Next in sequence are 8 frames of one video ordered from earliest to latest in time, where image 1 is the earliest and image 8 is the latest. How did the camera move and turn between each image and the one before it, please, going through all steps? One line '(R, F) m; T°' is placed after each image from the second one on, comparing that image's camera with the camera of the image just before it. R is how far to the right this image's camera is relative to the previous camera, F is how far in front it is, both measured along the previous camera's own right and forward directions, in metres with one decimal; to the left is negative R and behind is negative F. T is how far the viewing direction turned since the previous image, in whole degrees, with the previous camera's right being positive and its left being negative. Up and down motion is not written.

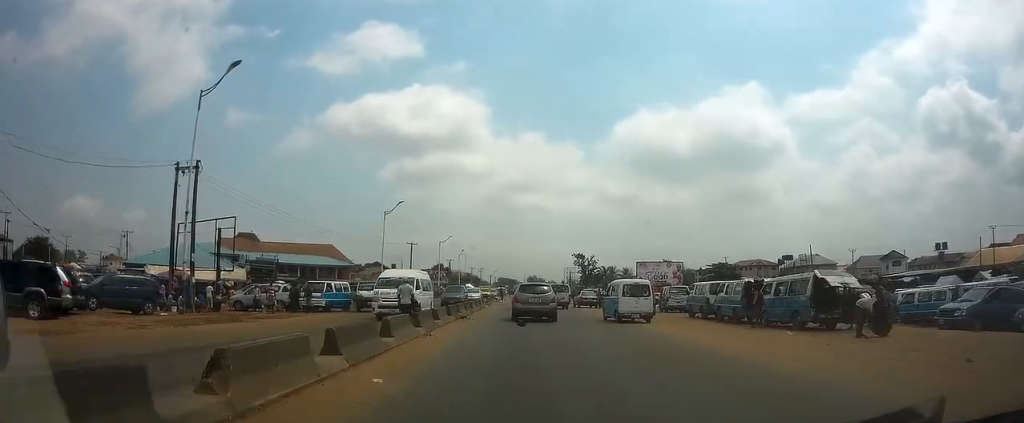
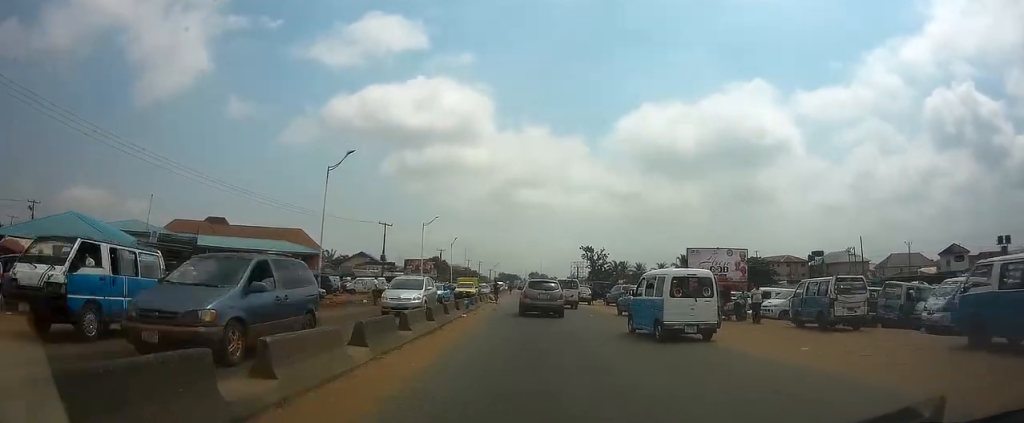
(-0.1, +20.9) m; 0°
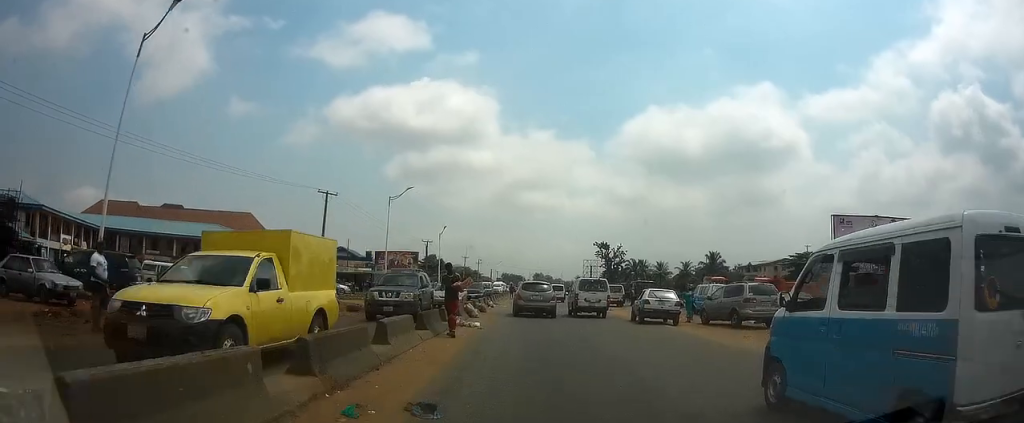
(+0.1, +25.5) m; +1°
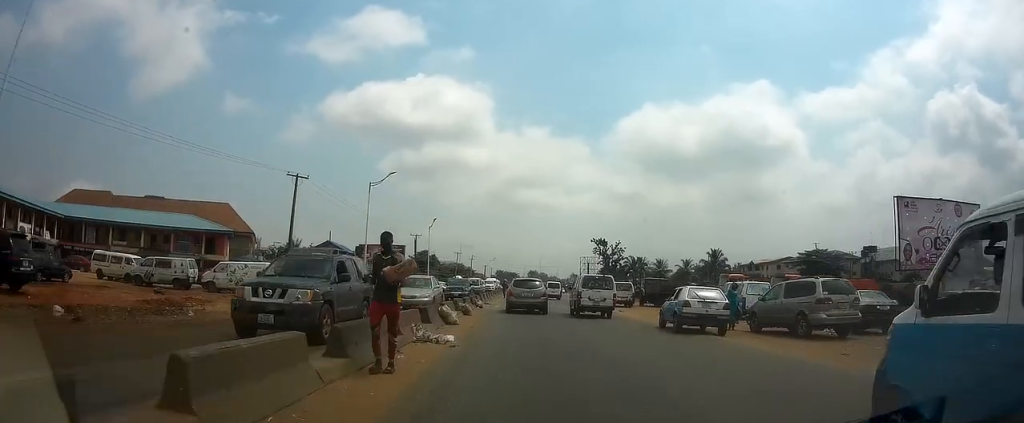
(0.0, +5.9) m; 0°
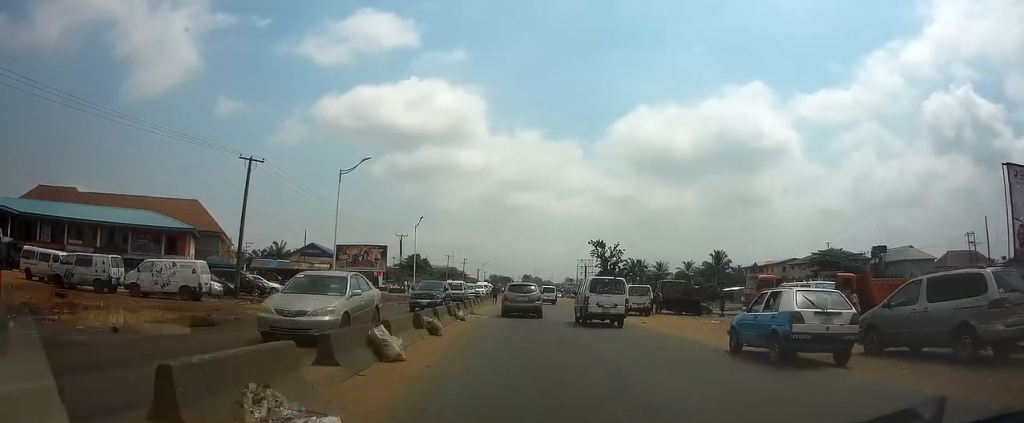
(0.0, +7.4) m; 0°
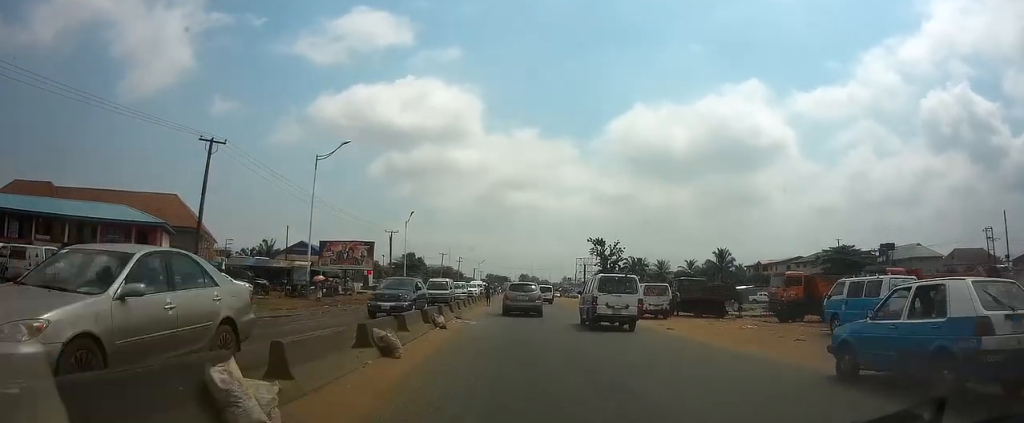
(0.0, +5.0) m; 0°
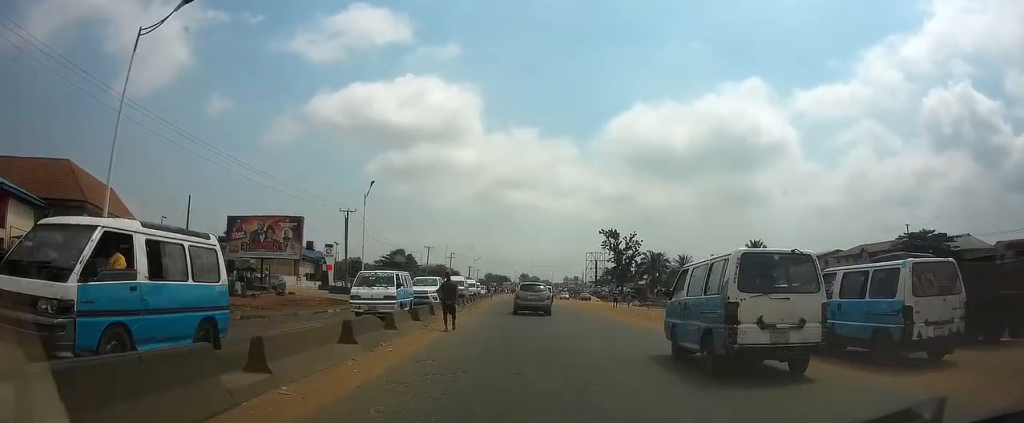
(0.0, +21.9) m; 0°
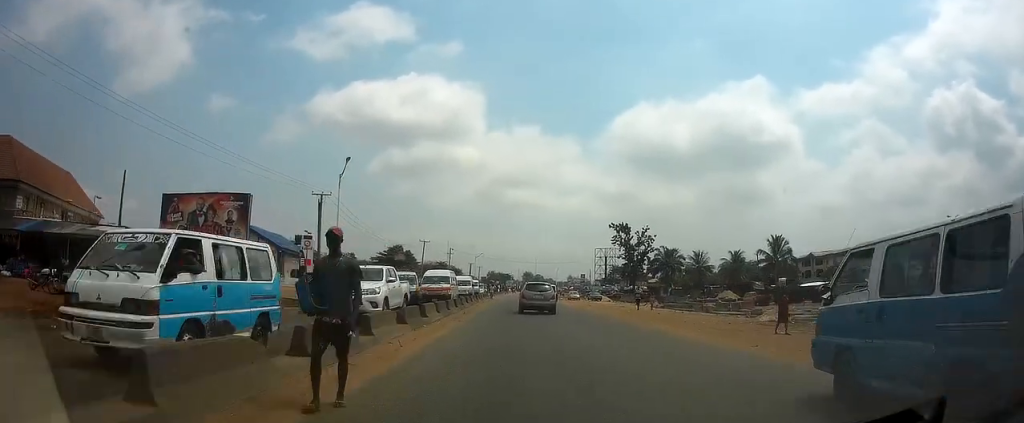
(0.0, +9.4) m; 0°
